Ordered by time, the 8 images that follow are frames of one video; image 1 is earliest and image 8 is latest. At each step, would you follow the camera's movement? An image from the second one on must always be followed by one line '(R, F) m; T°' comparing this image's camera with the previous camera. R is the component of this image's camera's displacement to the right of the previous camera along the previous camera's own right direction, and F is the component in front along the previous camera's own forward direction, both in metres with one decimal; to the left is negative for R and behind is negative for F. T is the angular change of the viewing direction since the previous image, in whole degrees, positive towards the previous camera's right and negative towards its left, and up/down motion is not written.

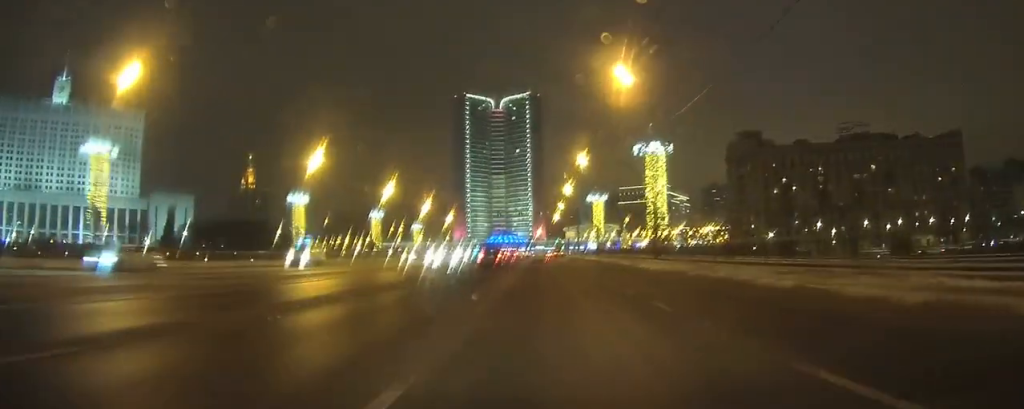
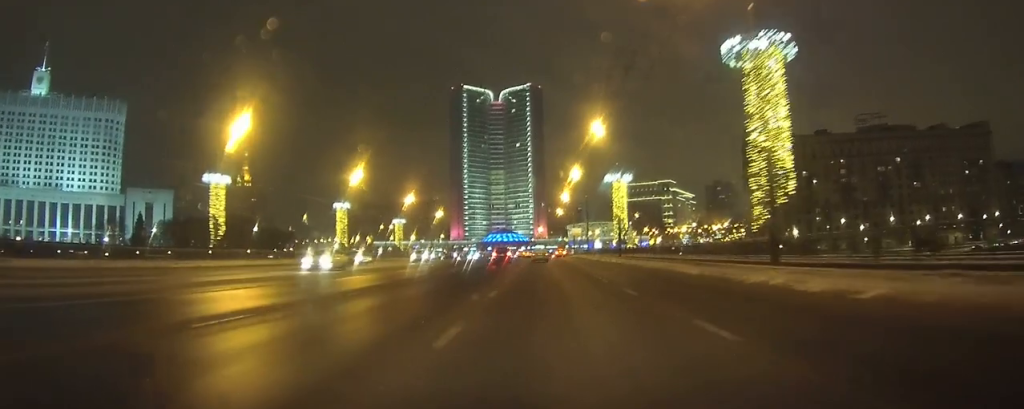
(0.0, +14.7) m; 0°
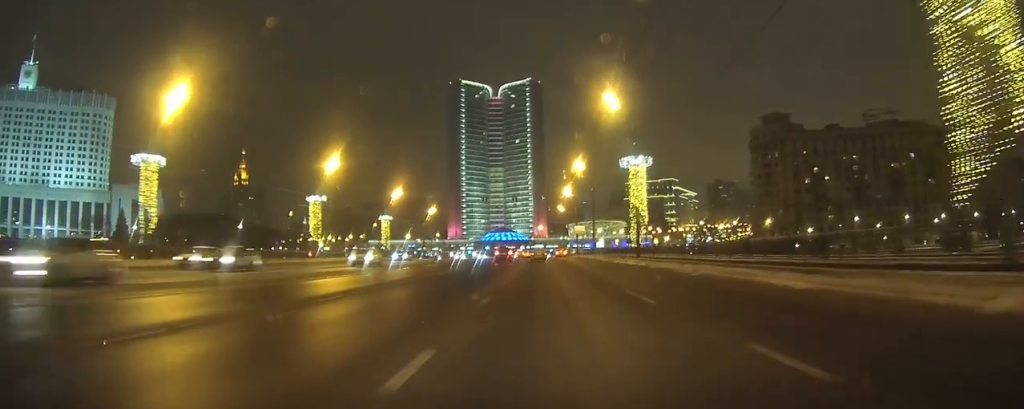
(0.0, +8.9) m; 0°
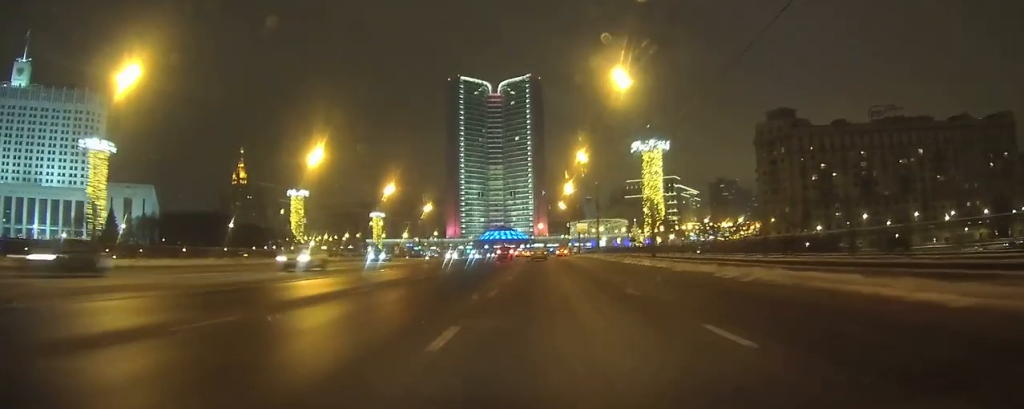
(0.0, +5.3) m; 0°
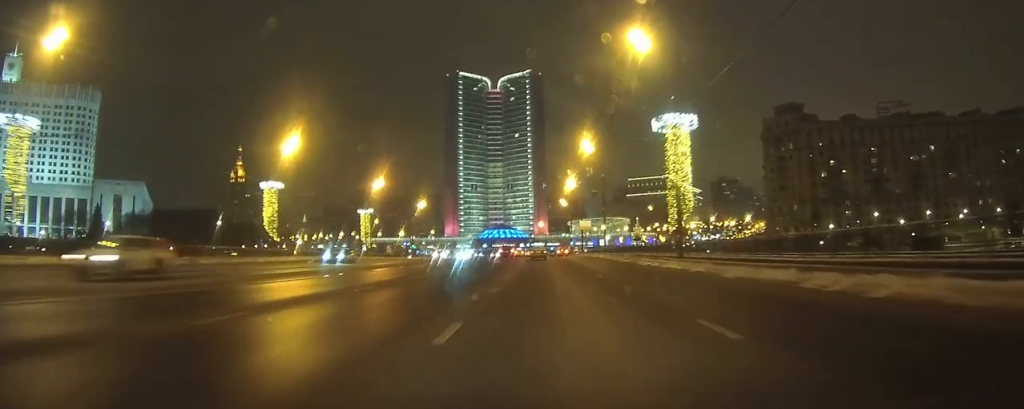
(0.0, +7.0) m; 0°
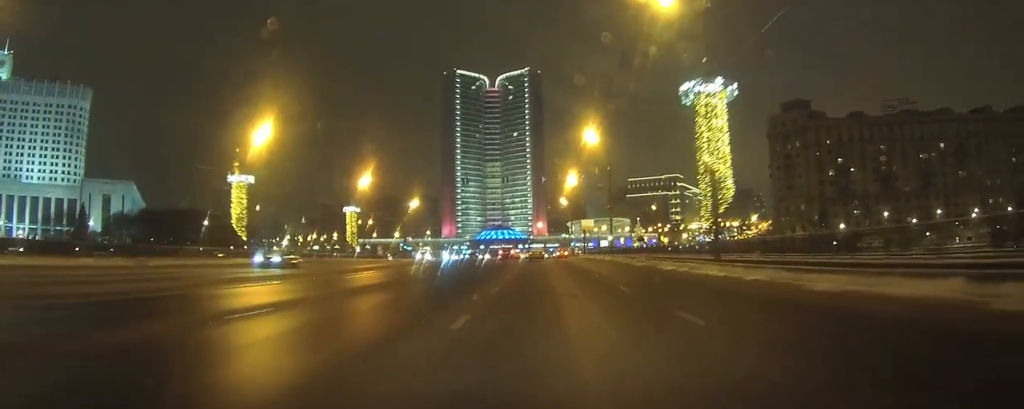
(0.0, +6.6) m; 0°
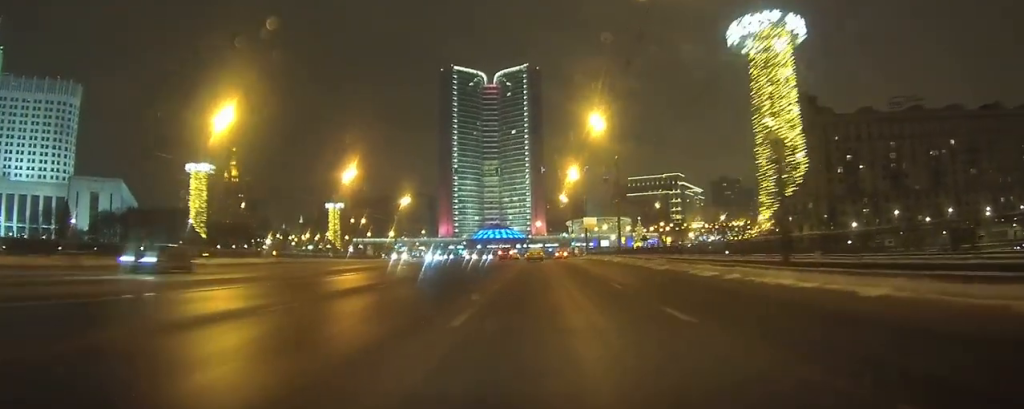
(0.0, +7.3) m; 0°
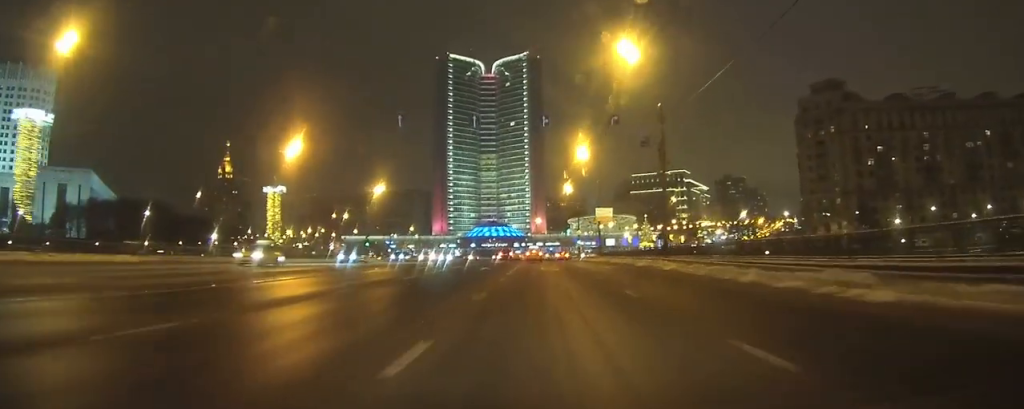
(-0.1, +20.5) m; -1°
